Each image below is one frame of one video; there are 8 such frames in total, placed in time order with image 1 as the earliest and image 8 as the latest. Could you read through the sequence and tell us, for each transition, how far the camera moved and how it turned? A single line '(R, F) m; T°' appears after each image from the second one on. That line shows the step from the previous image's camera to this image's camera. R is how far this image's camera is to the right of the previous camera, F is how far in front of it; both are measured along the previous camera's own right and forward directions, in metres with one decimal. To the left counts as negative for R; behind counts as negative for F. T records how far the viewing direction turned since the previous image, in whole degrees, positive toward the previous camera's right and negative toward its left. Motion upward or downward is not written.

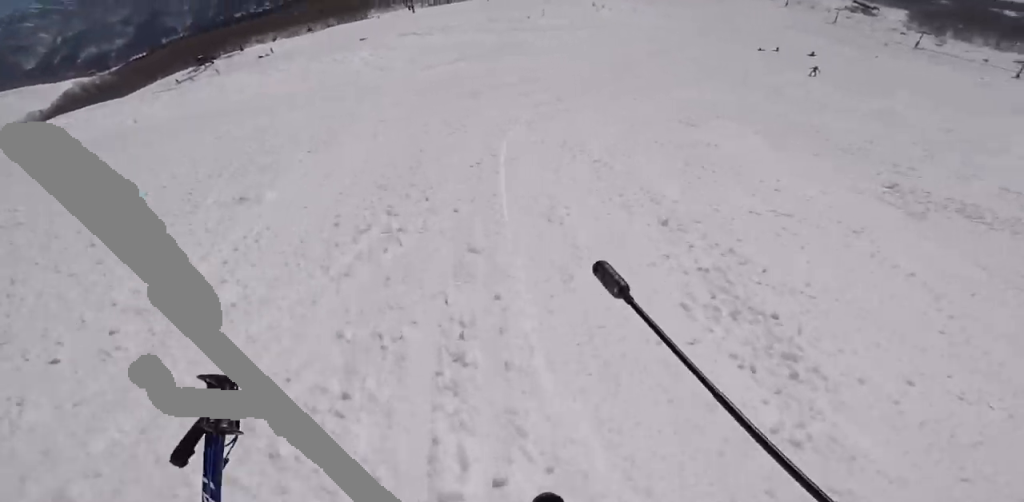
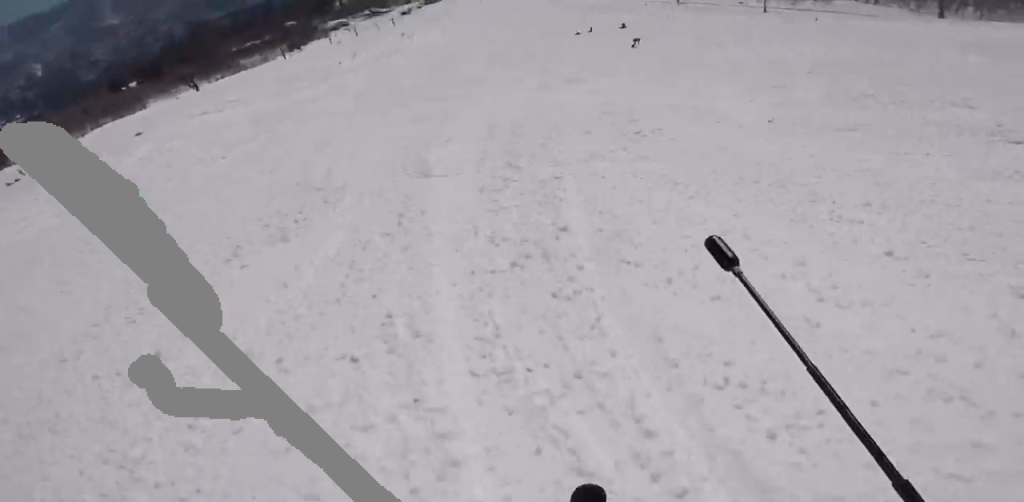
(+0.2, +8.5) m; +14°
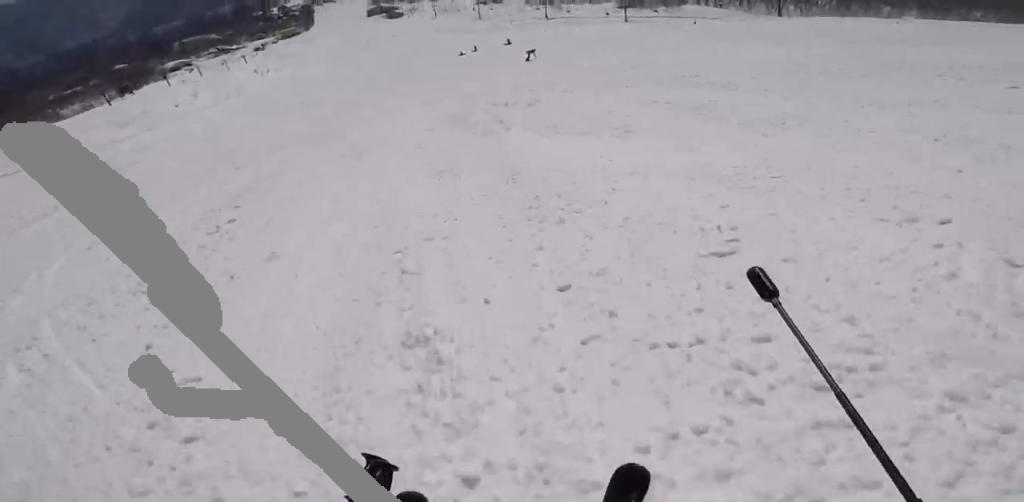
(+1.5, +7.4) m; +11°
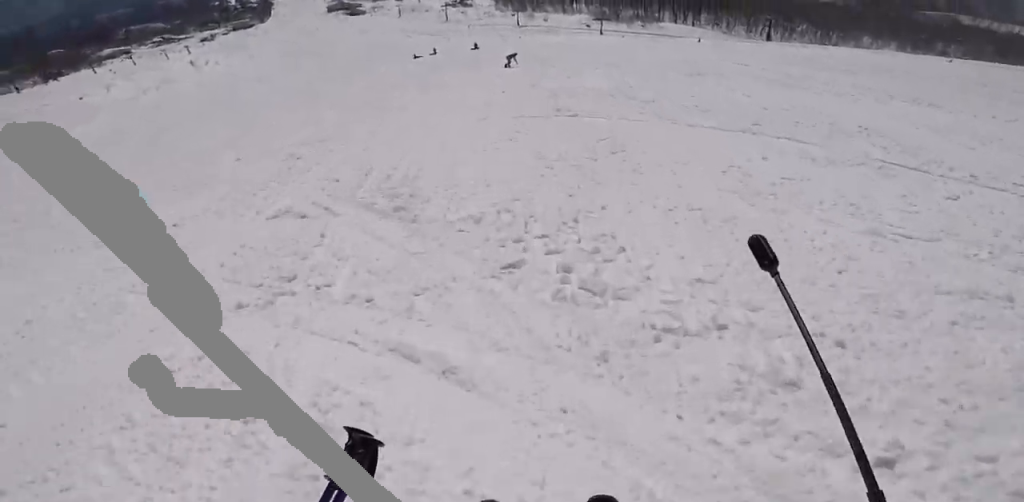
(+1.1, +10.8) m; +5°
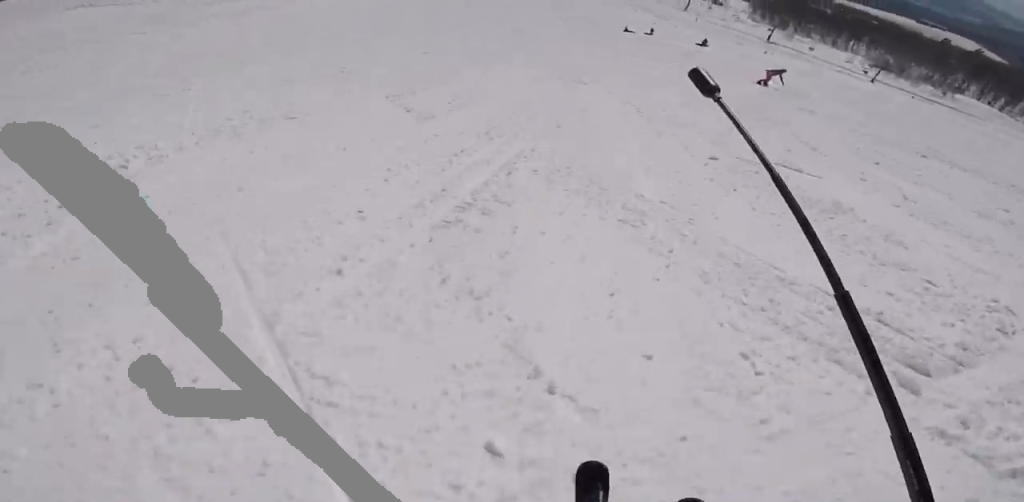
(-0.1, +8.9) m; -7°
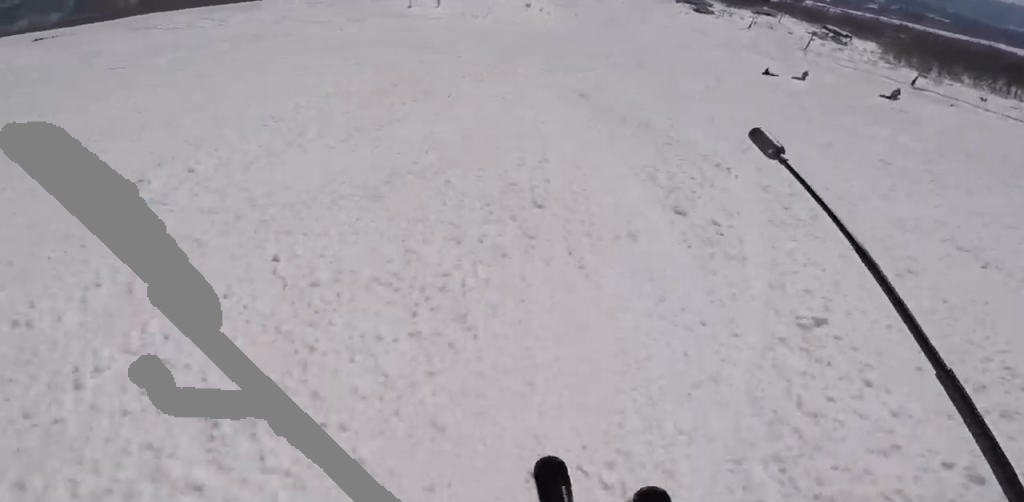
(-2.1, +13.3) m; -15°
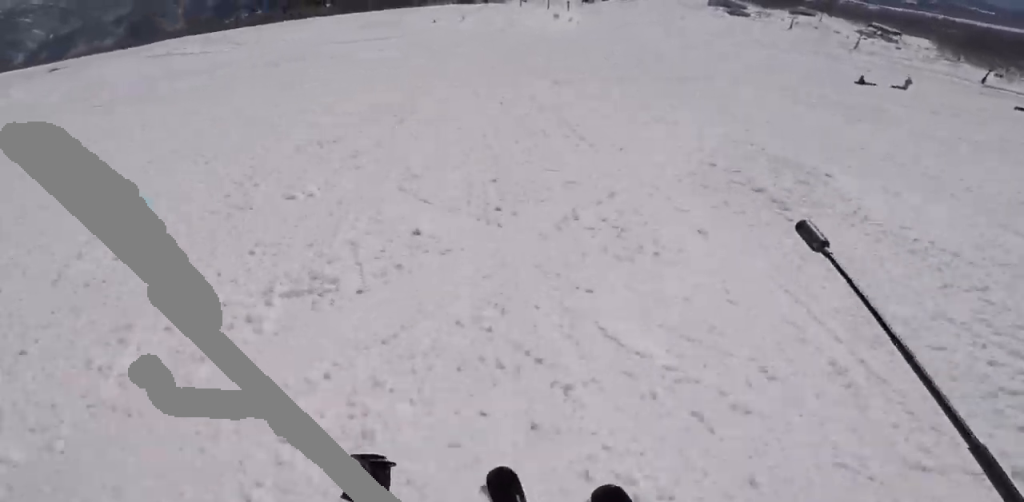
(-0.6, +5.5) m; -4°
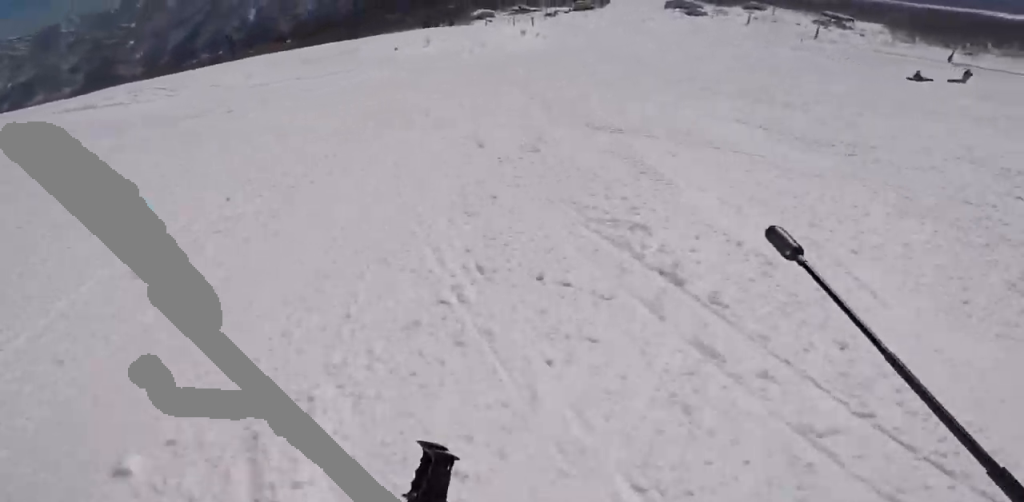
(+0.2, +7.1) m; 0°
